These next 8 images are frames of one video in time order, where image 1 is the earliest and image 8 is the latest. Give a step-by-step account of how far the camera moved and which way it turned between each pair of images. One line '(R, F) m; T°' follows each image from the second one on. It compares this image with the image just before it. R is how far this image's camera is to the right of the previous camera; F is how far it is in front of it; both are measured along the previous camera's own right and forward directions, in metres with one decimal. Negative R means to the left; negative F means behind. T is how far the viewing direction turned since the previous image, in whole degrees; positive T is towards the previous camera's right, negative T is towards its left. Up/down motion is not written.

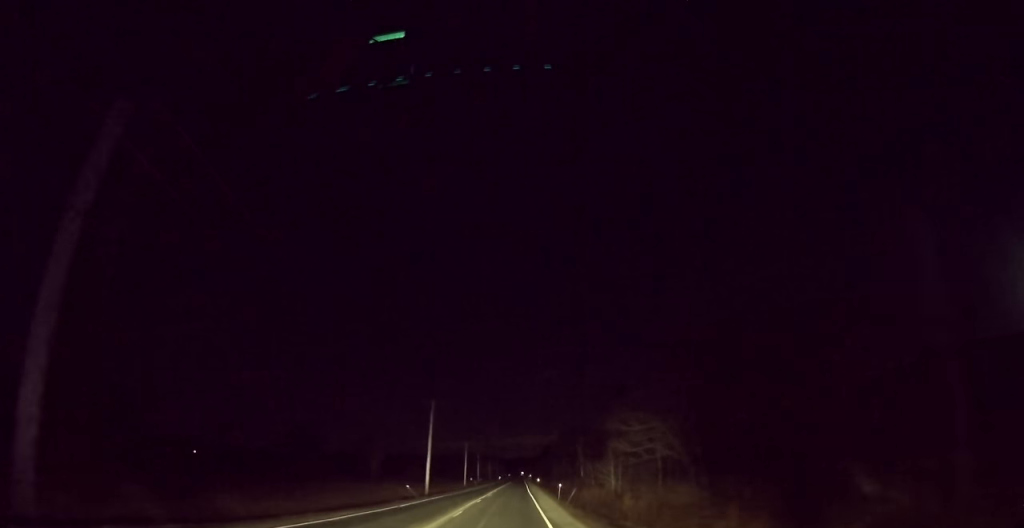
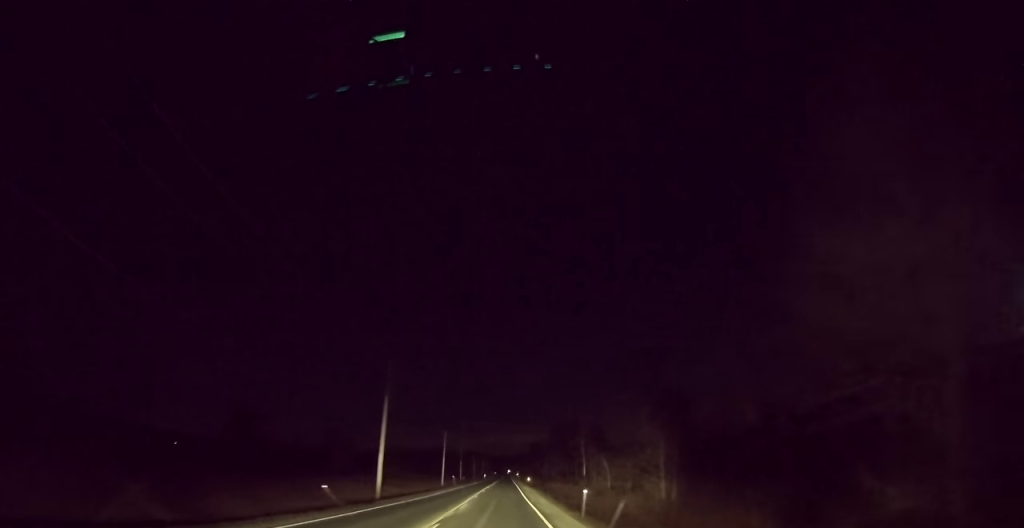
(+0.2, +20.3) m; +2°
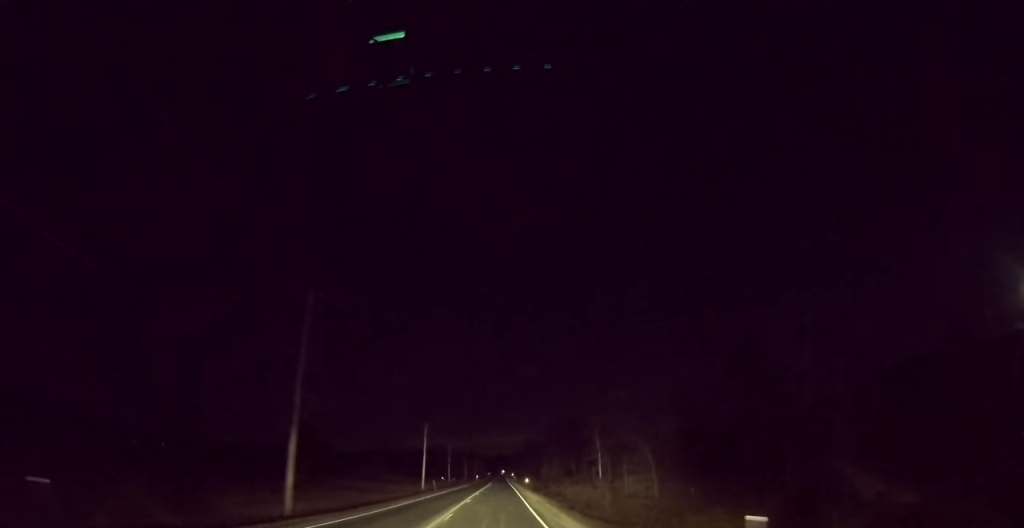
(+0.4, +19.5) m; +1°
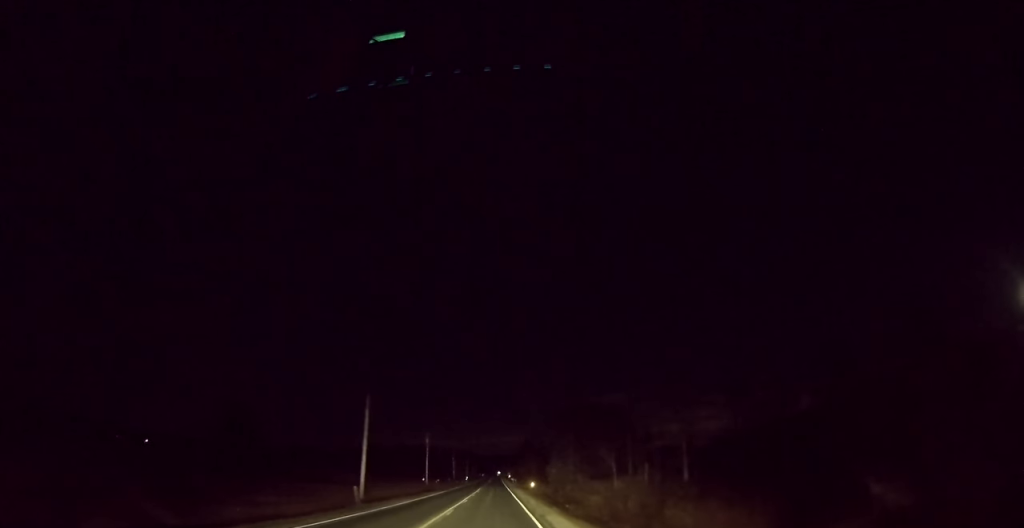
(+0.3, +35.8) m; +1°
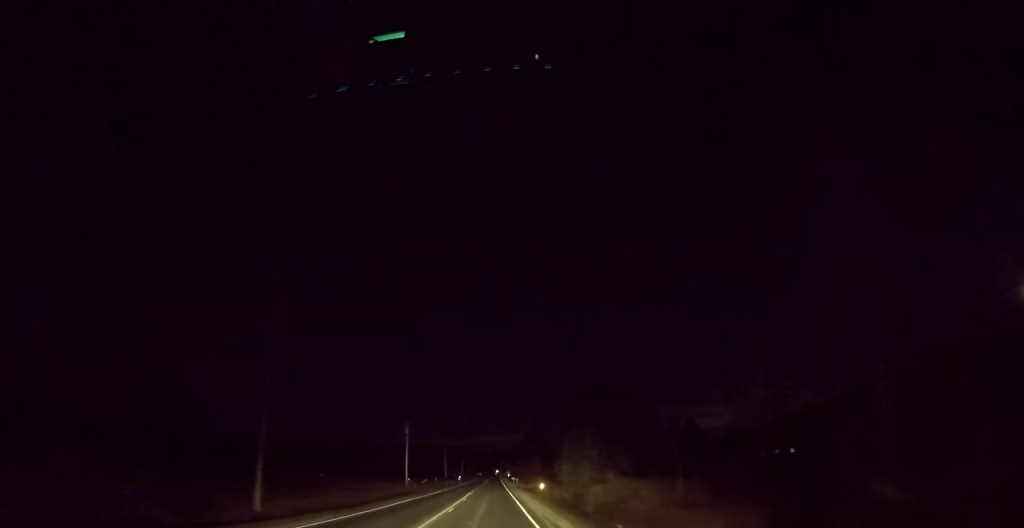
(+0.1, +22.8) m; 0°
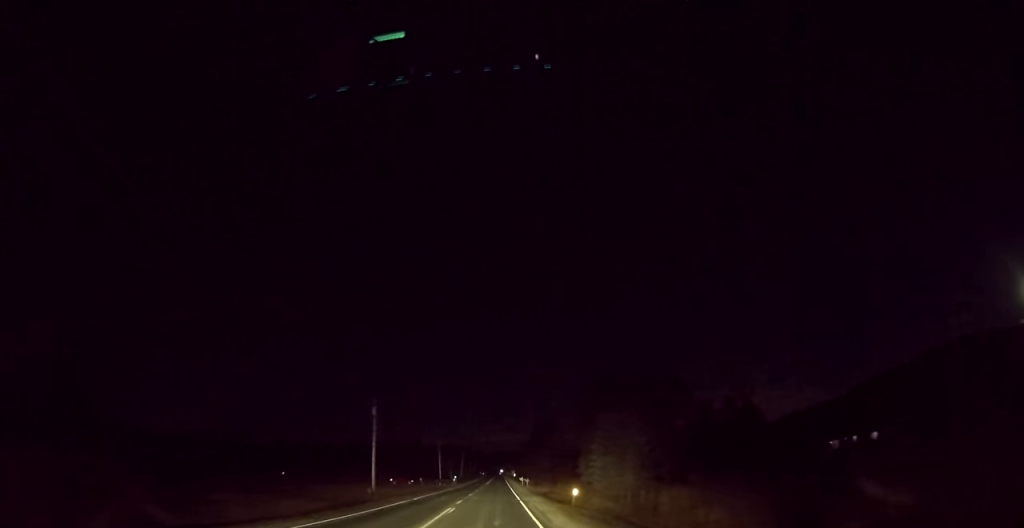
(-0.2, +25.4) m; 0°
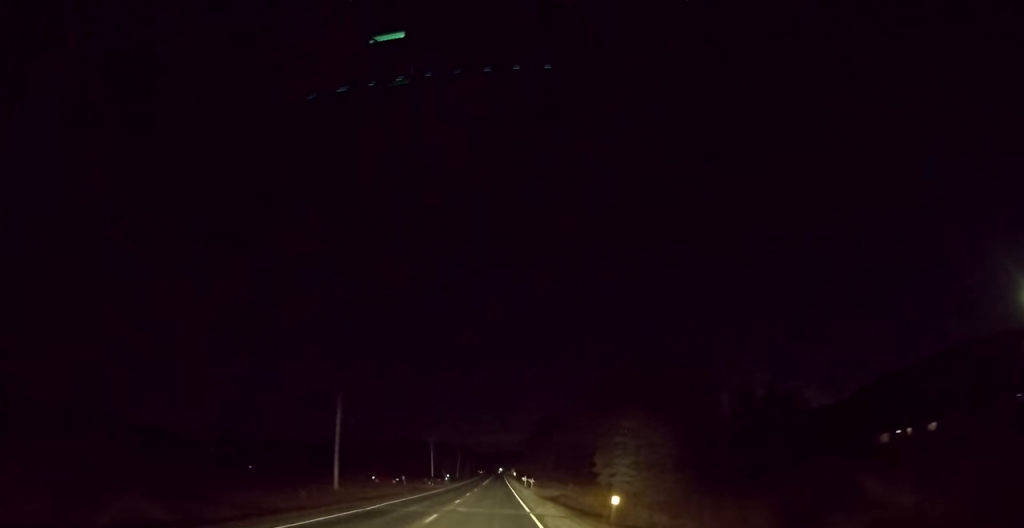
(0.0, +14.0) m; 0°
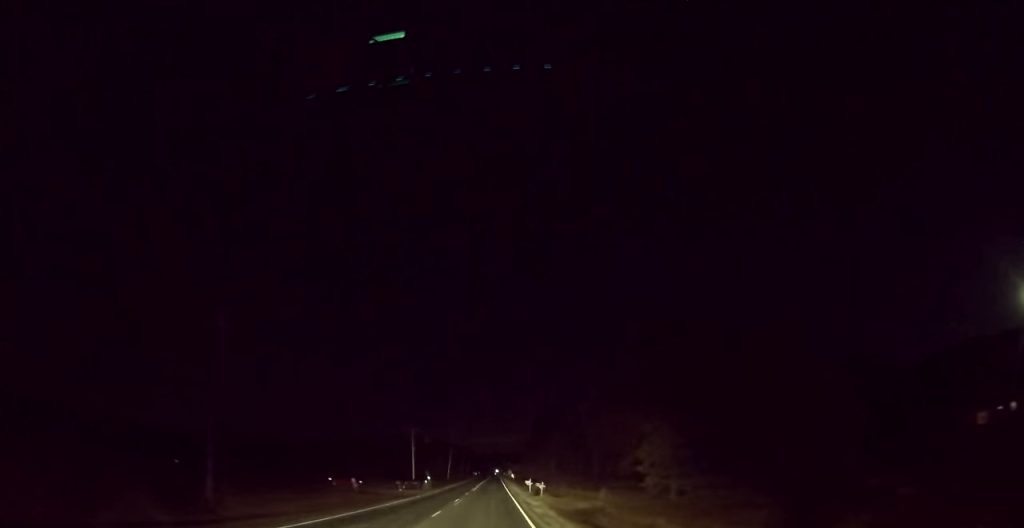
(0.0, +21.4) m; +1°
